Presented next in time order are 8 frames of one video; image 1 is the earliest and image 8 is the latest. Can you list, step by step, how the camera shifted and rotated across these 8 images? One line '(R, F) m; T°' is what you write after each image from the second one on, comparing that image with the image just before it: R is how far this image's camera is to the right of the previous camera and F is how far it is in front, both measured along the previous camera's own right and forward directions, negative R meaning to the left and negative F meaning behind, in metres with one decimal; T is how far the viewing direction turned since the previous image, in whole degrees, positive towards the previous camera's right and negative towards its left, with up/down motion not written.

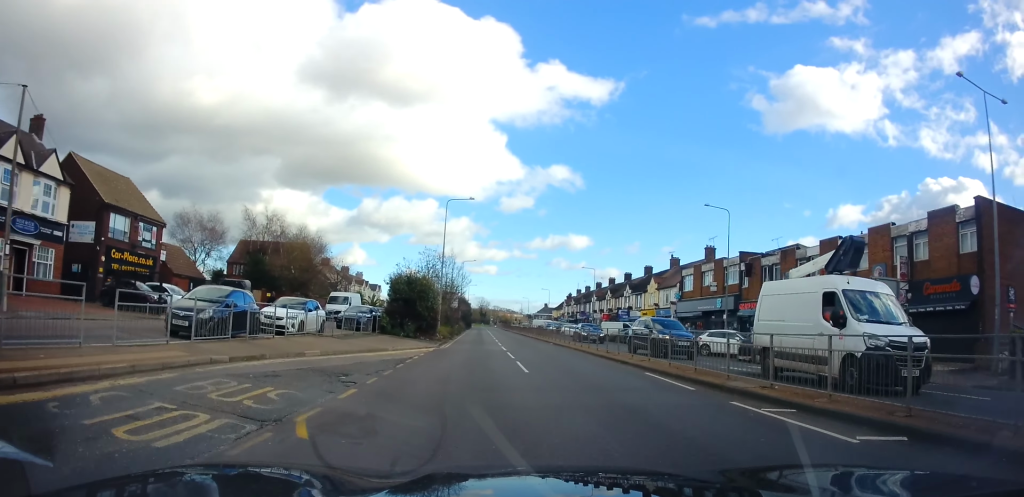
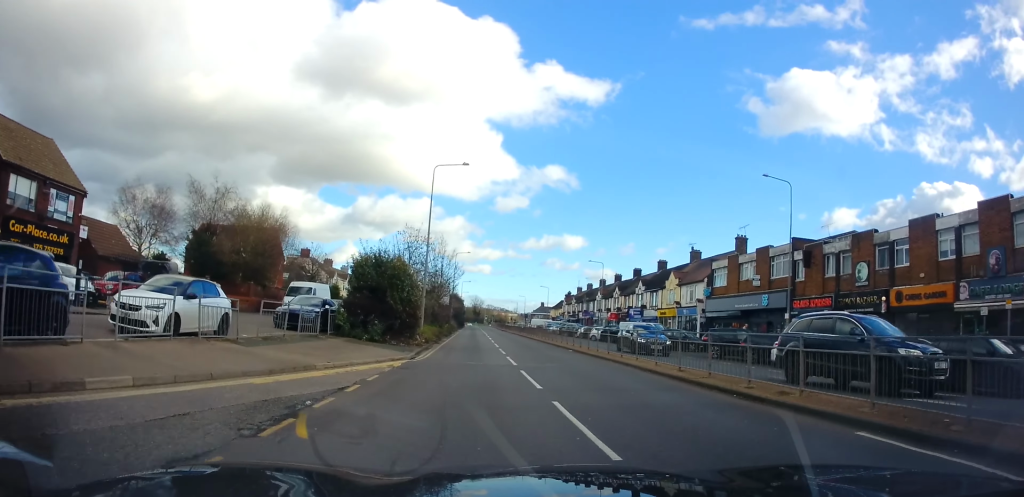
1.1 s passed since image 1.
(0.0, +9.3) m; 0°
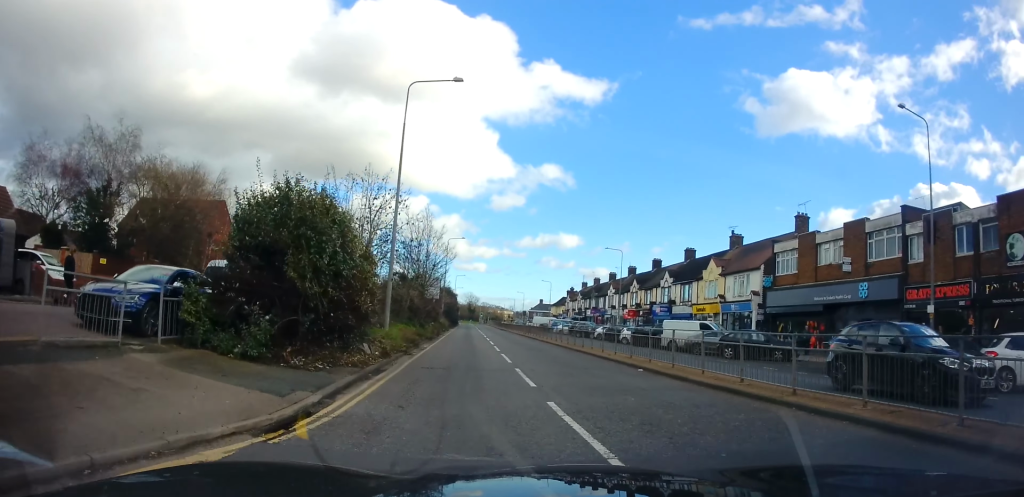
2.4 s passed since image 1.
(0.0, +12.0) m; 0°
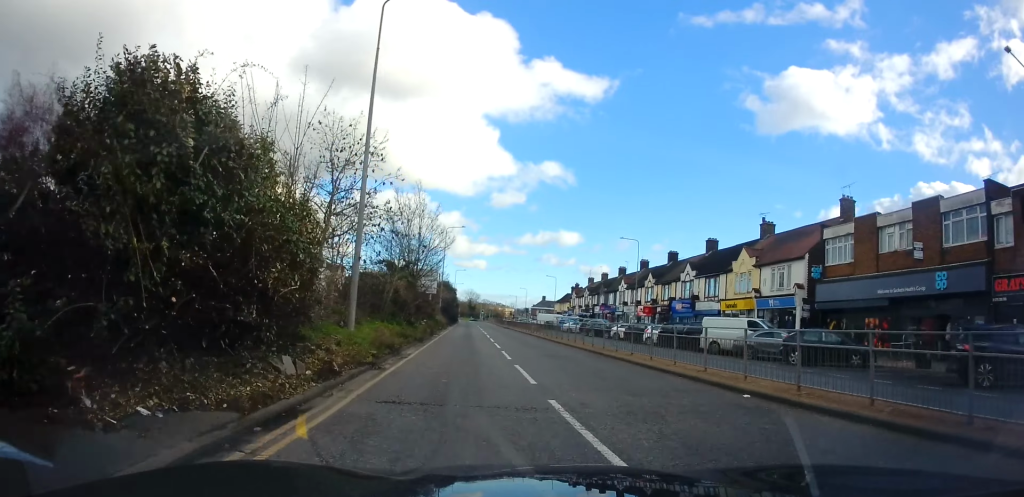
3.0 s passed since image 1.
(0.0, +6.0) m; 0°
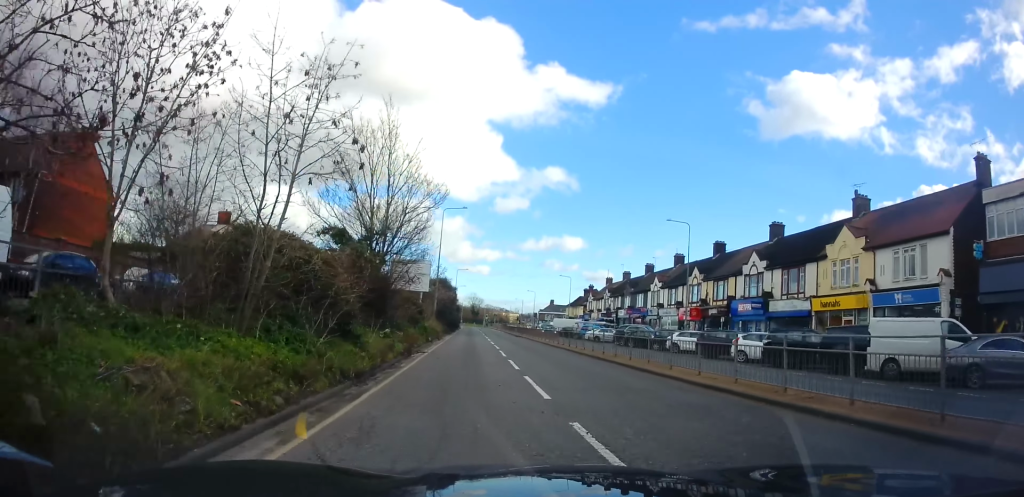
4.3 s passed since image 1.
(0.0, +13.2) m; 0°
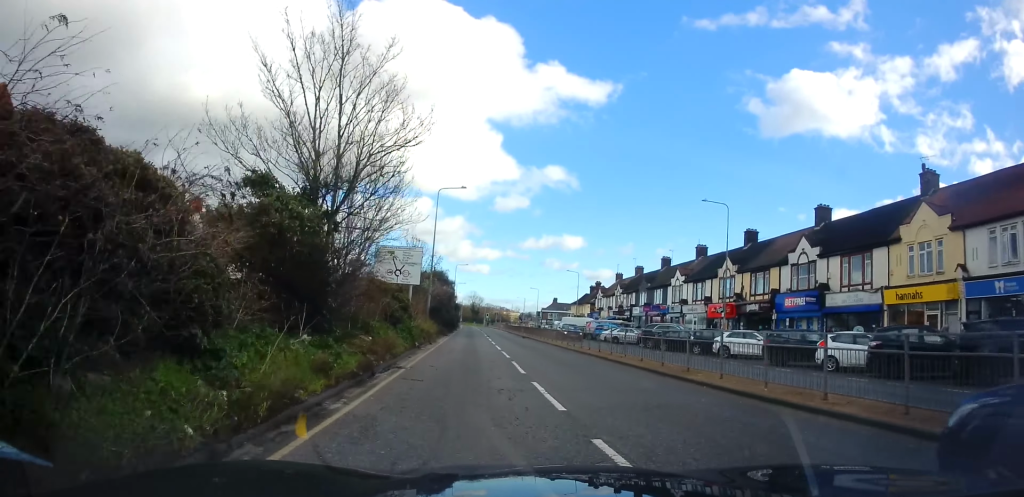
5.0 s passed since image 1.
(0.0, +7.1) m; 0°
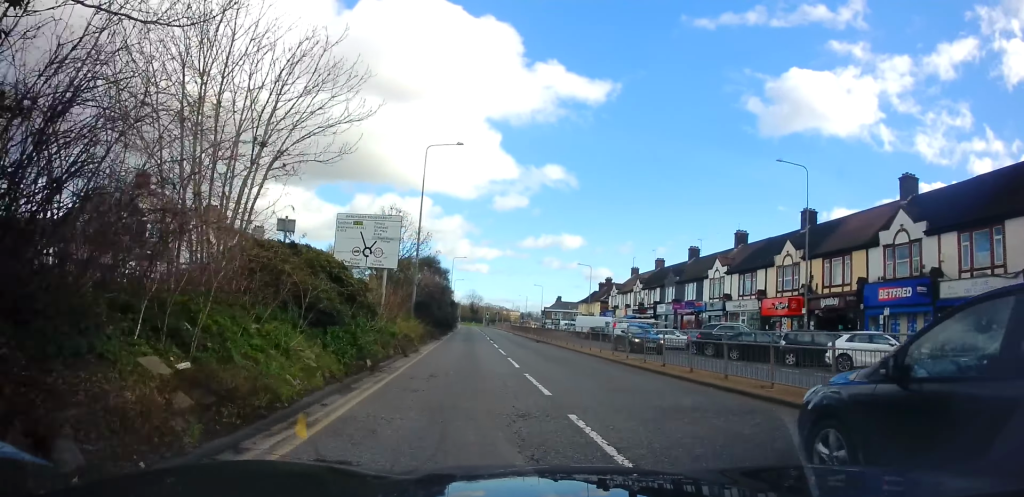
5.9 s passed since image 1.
(0.0, +10.1) m; 0°
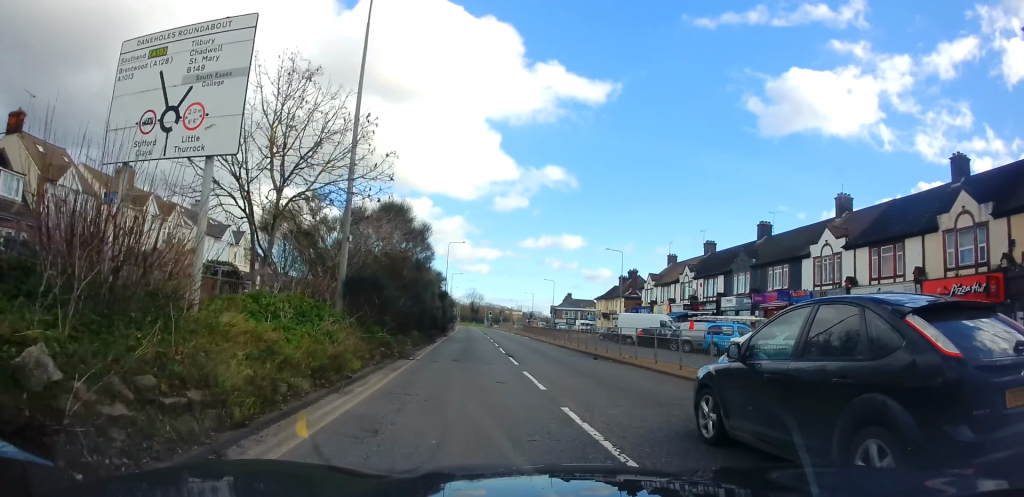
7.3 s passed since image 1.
(0.0, +16.9) m; 0°
